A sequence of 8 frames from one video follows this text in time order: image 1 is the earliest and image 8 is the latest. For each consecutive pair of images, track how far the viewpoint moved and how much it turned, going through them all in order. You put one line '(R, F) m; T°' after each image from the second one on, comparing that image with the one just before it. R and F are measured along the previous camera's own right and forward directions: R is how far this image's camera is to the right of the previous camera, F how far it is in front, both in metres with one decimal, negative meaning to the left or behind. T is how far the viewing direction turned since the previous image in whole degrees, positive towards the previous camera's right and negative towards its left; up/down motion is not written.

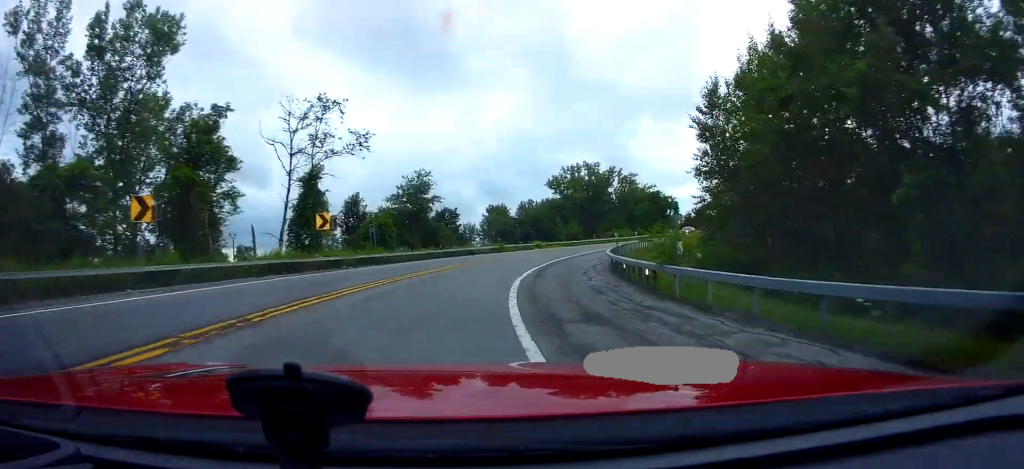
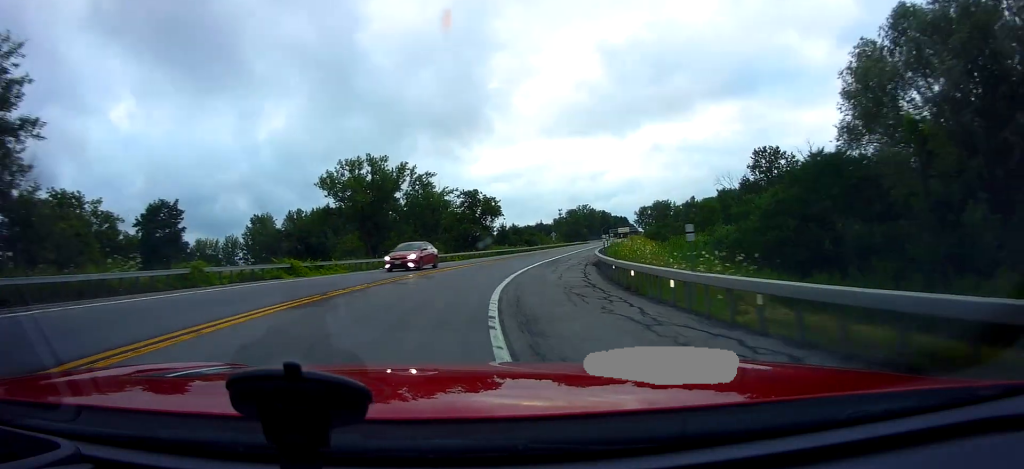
(+9.3, +38.1) m; +25°
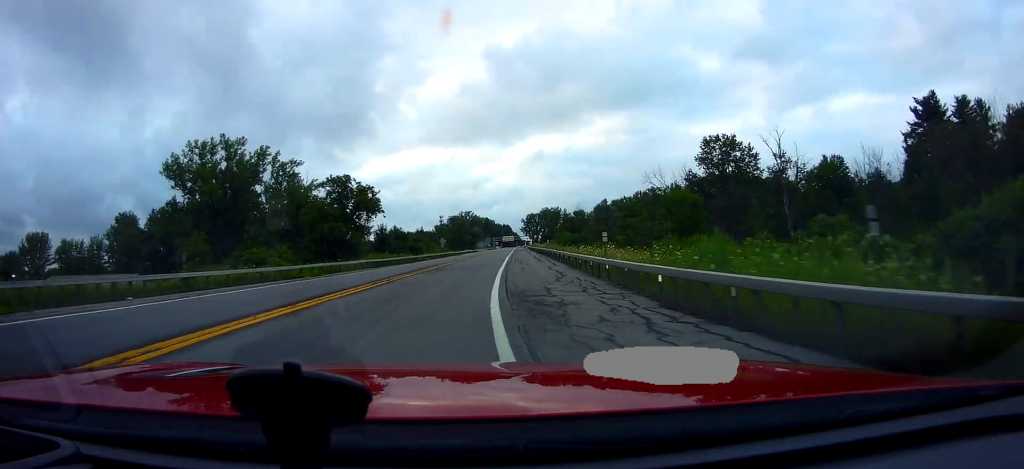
(+2.2, +24.6) m; +9°
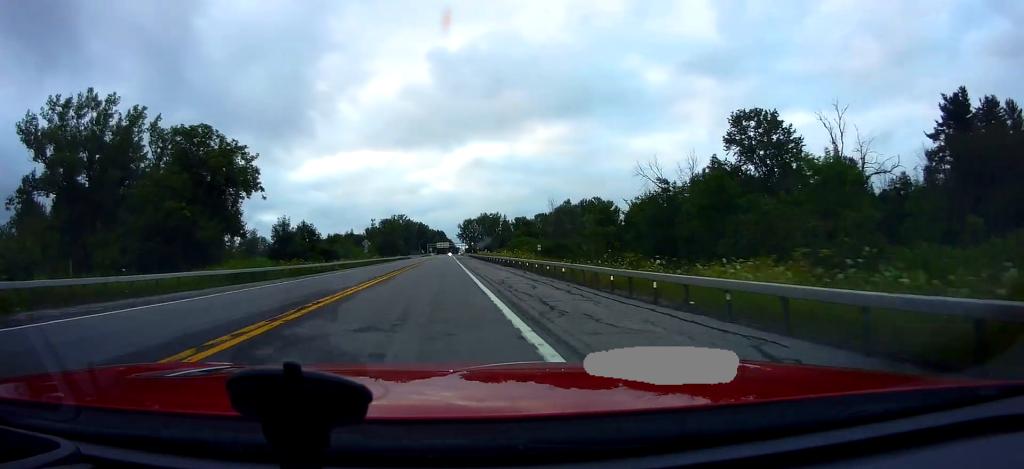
(+1.5, +27.4) m; +6°
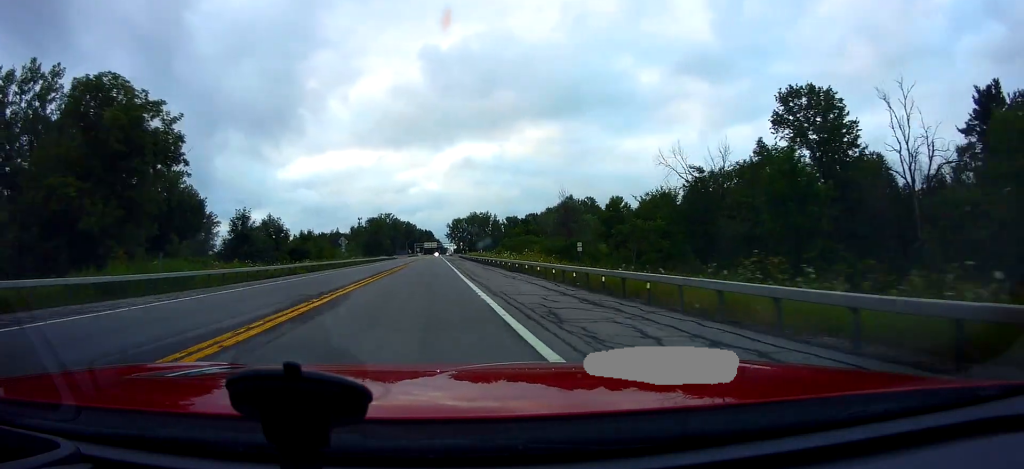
(+0.3, +12.2) m; +2°
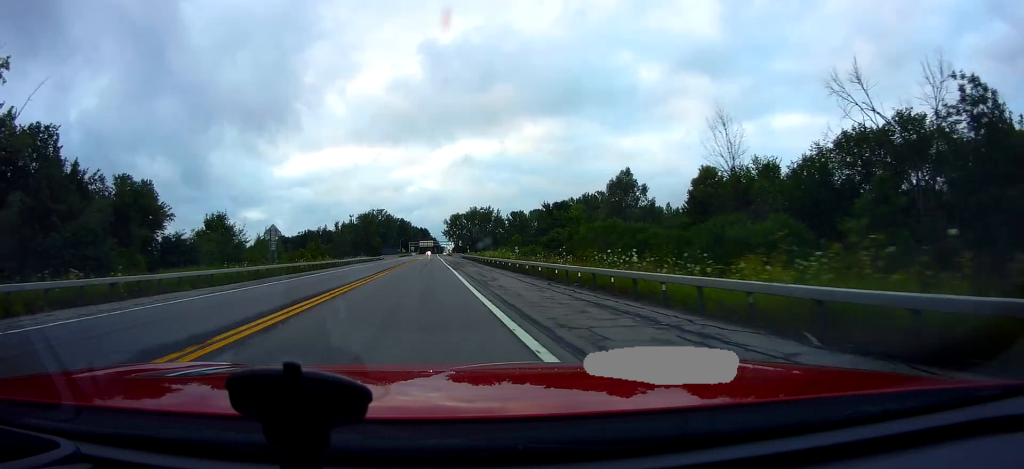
(+1.1, +34.0) m; +2°
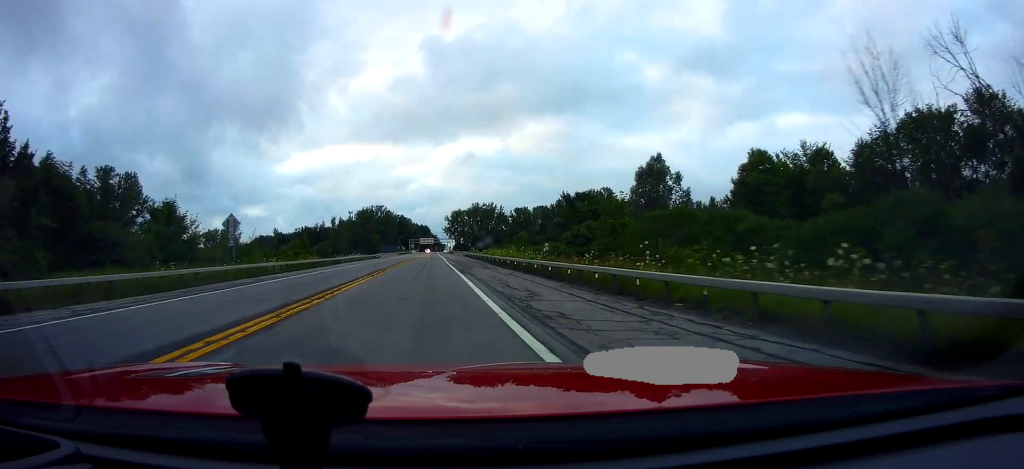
(-0.2, +10.3) m; 0°
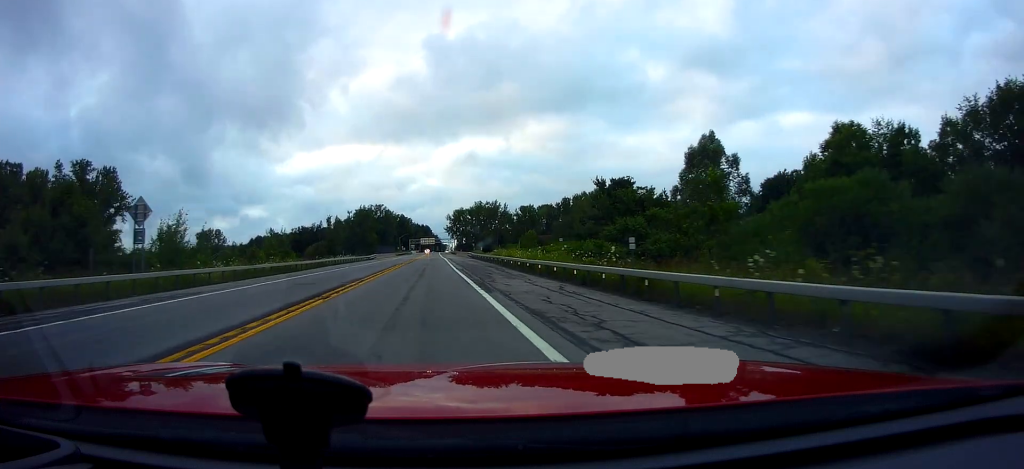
(0.0, +12.5) m; 0°
